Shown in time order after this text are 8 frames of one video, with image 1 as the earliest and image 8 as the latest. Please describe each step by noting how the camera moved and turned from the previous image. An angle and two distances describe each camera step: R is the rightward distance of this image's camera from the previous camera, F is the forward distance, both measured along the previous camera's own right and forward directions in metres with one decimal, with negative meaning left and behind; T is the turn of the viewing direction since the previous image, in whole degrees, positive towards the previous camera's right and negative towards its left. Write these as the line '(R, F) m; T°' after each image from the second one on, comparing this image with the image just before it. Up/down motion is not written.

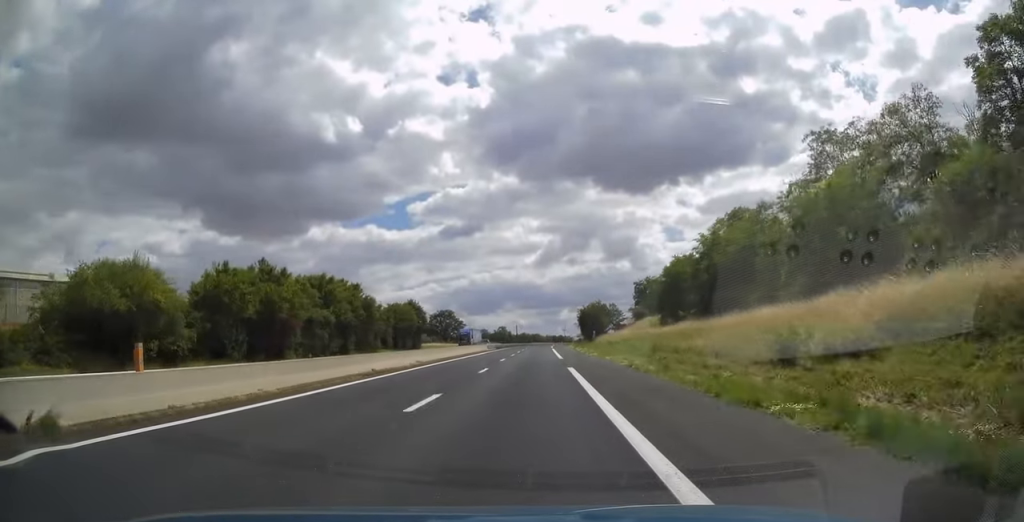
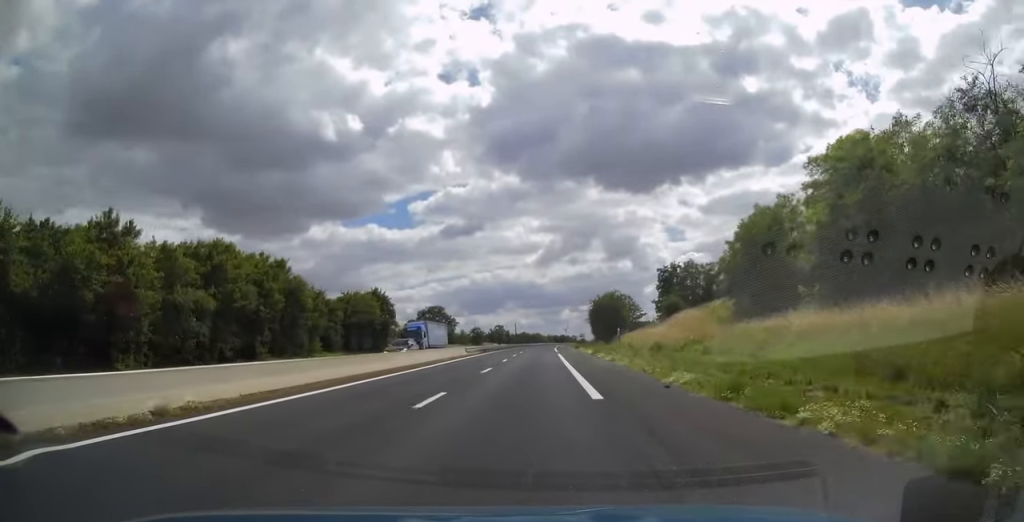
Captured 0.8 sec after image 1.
(+0.1, +24.5) m; 0°
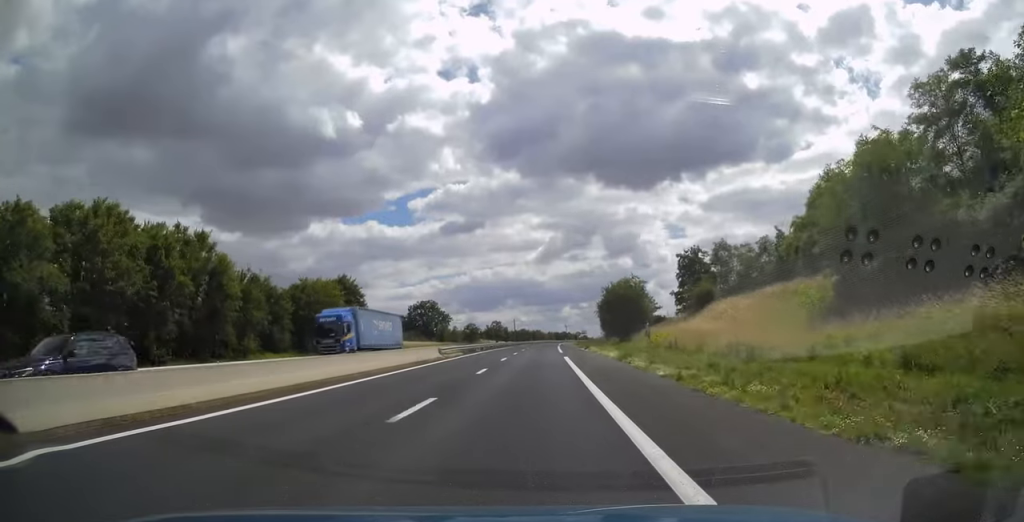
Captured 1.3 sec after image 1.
(0.0, +14.7) m; 0°
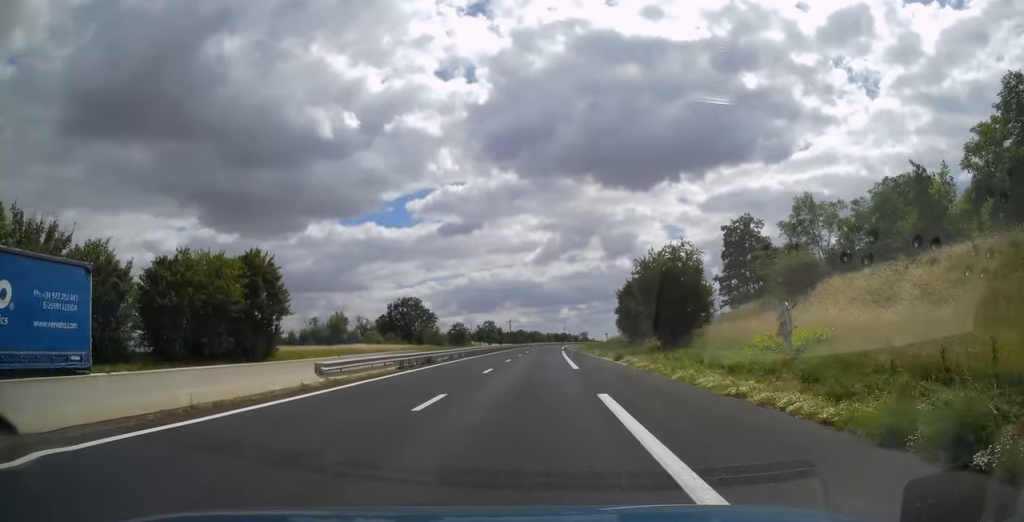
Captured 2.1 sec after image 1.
(-0.2, +23.0) m; 0°
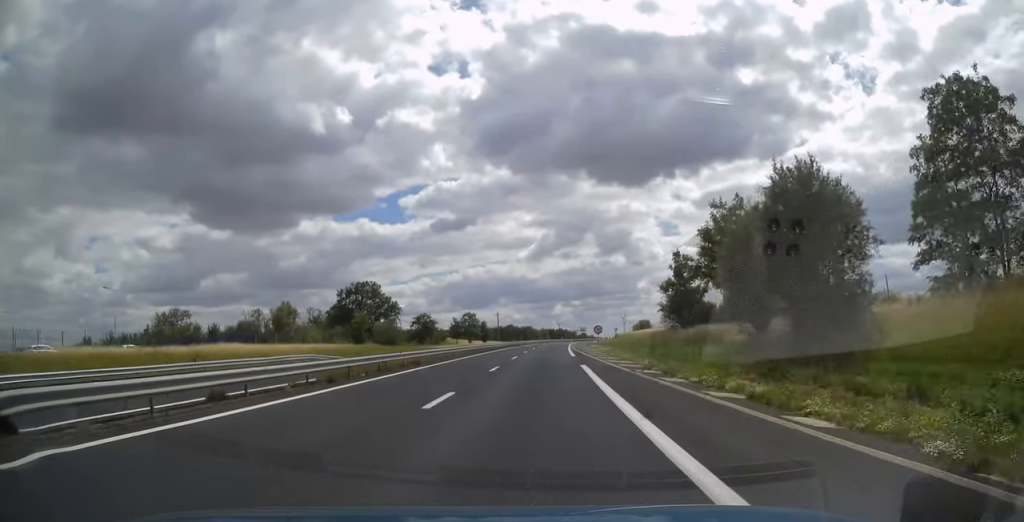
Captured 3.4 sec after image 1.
(+0.3, +37.2) m; +1°
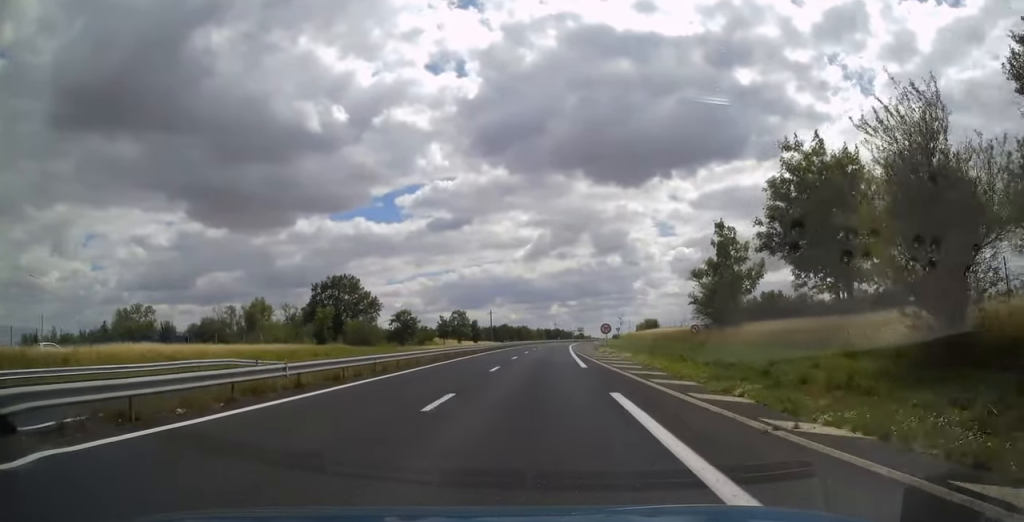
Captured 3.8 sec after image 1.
(+0.1, +12.7) m; 0°
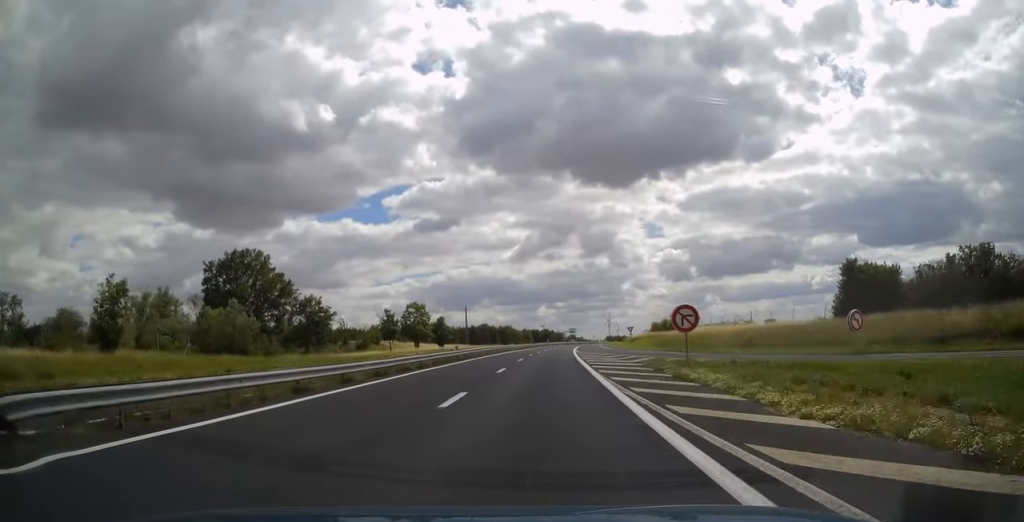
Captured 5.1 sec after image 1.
(+0.2, +36.2) m; +1°
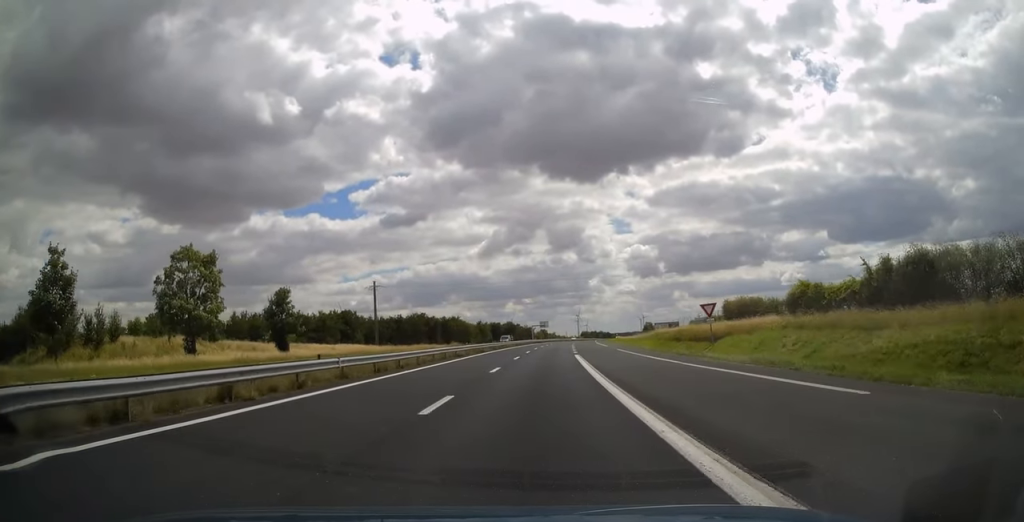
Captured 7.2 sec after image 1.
(+1.2, +63.1) m; +3°
